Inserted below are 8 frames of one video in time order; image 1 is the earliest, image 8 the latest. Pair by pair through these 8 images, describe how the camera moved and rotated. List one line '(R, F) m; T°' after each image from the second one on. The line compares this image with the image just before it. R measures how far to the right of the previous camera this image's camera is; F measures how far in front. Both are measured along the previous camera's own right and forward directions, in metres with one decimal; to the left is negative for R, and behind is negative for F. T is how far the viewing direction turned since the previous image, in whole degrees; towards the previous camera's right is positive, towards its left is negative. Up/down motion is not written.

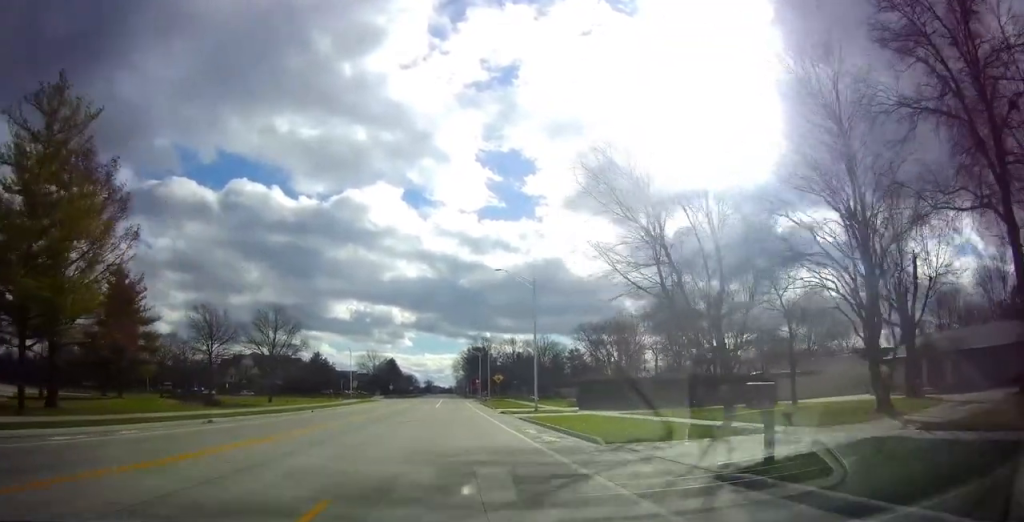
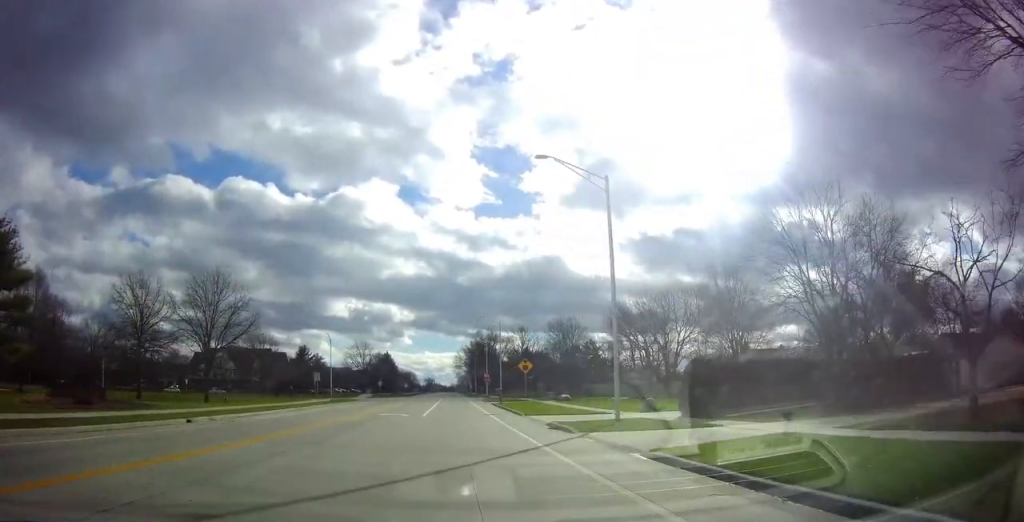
(0.0, +22.6) m; 0°
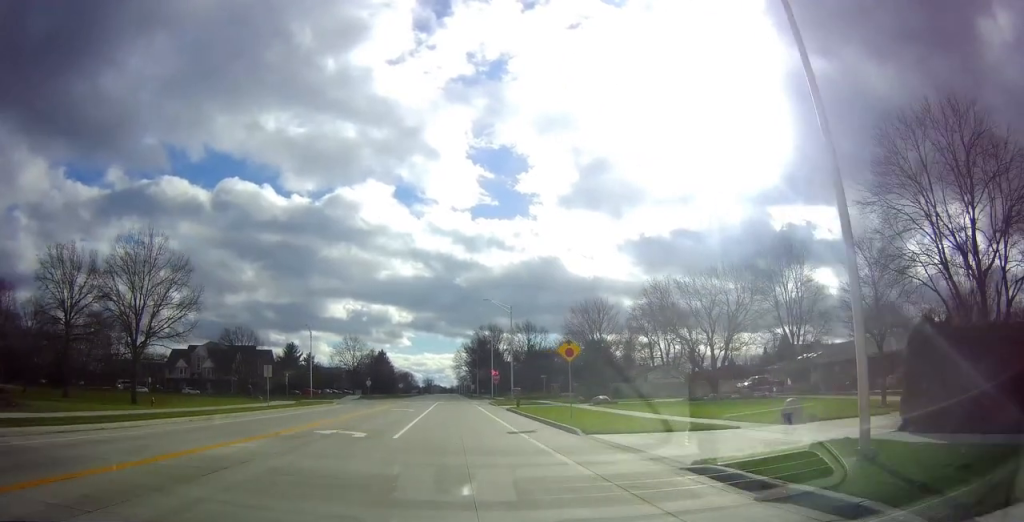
(0.0, +16.4) m; 0°
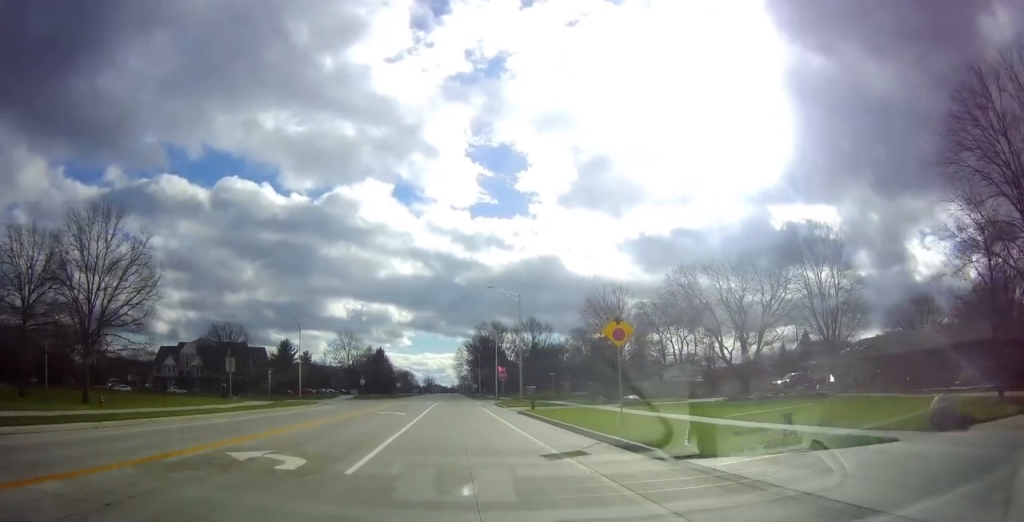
(0.0, +7.5) m; 0°
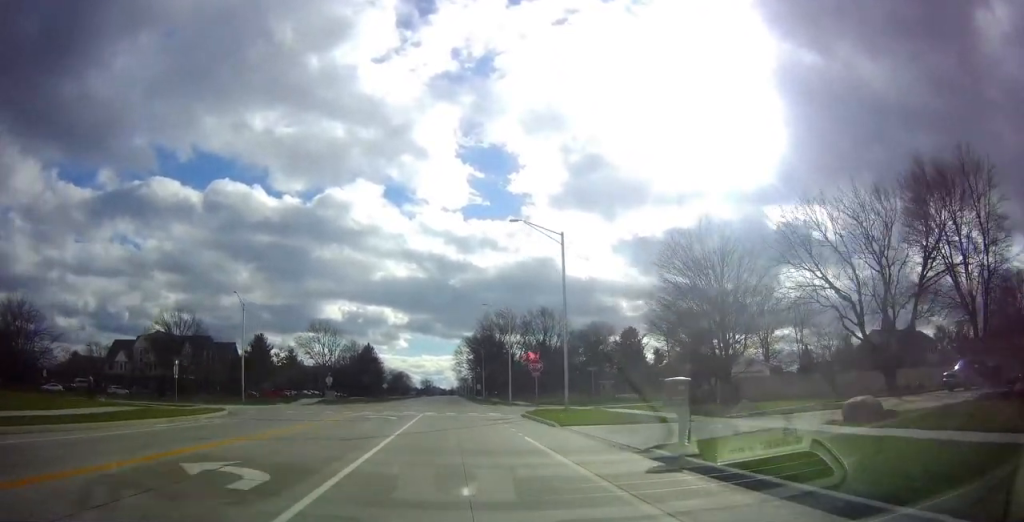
(0.0, +26.5) m; 0°
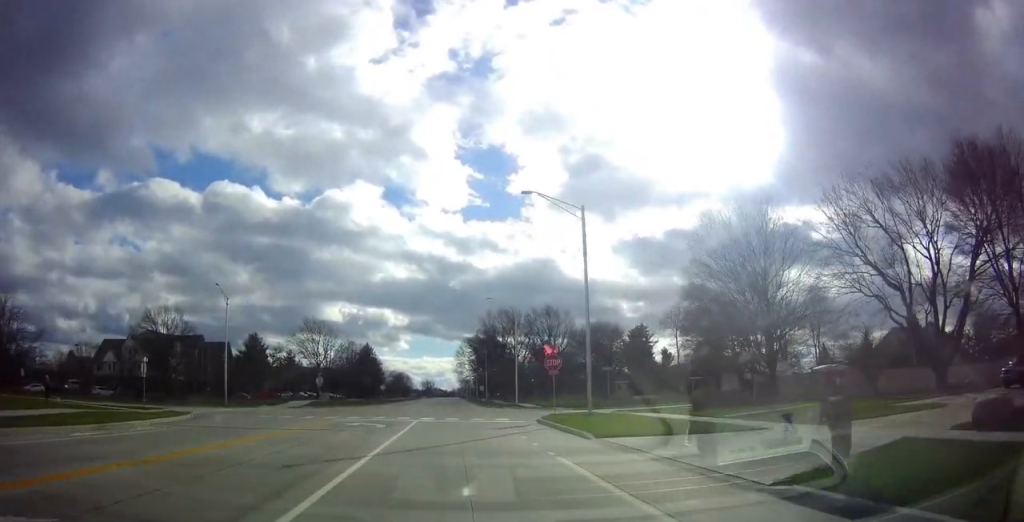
(0.0, +6.6) m; 0°
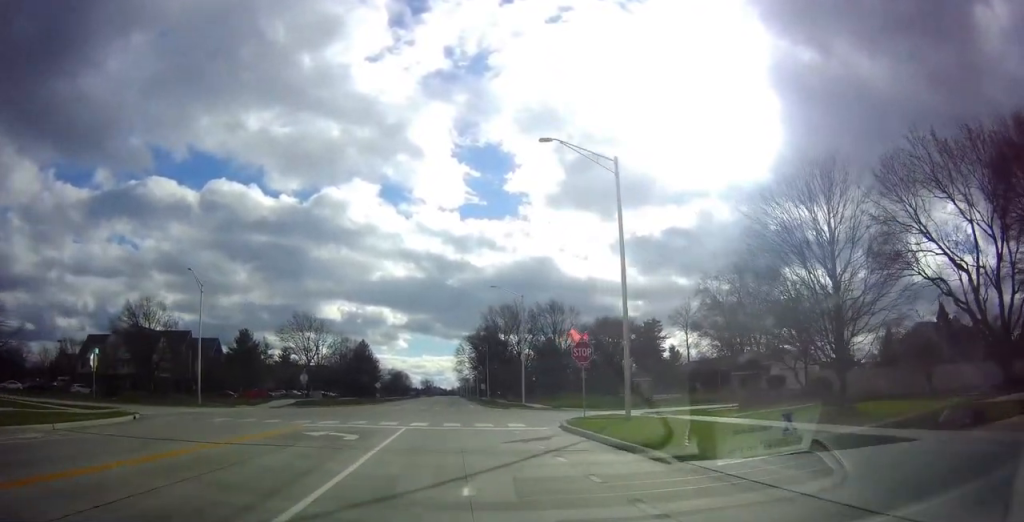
(0.0, +8.3) m; 0°
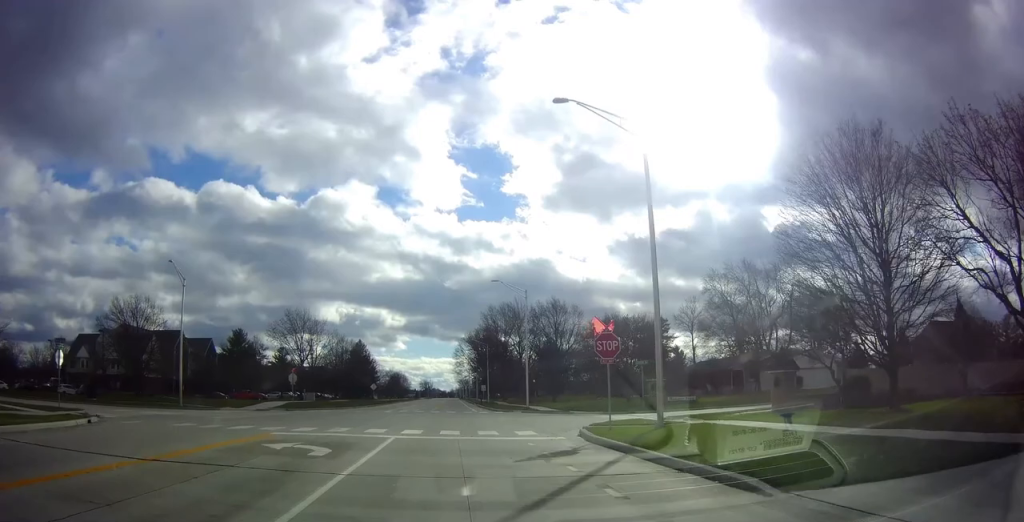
(0.0, +4.5) m; 0°
